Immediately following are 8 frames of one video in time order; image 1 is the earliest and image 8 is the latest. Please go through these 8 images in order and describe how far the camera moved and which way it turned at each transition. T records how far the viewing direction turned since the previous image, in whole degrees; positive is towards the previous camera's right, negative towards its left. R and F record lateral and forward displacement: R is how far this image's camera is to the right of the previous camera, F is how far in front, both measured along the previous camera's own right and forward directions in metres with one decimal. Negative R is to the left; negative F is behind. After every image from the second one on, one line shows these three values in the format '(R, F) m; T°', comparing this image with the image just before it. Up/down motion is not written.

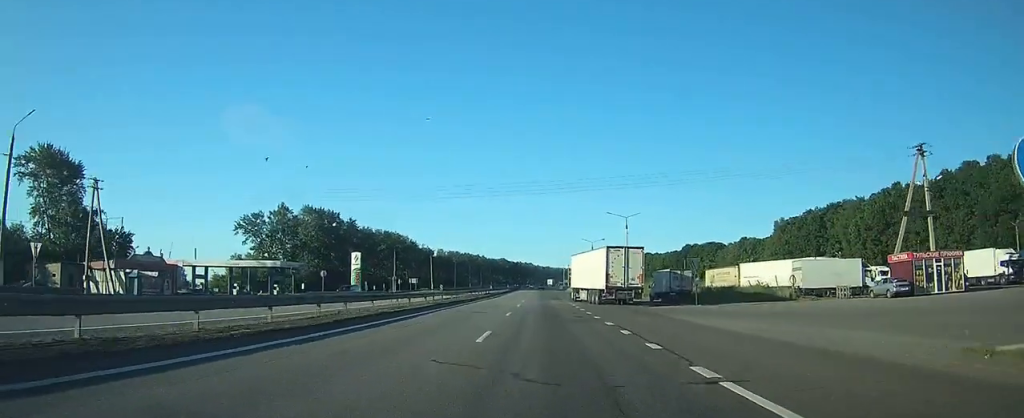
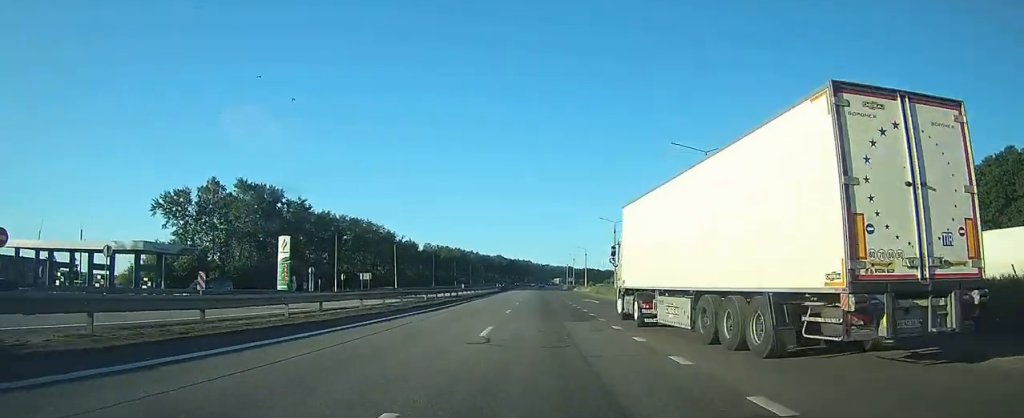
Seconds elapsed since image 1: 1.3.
(0.0, +35.0) m; -1°
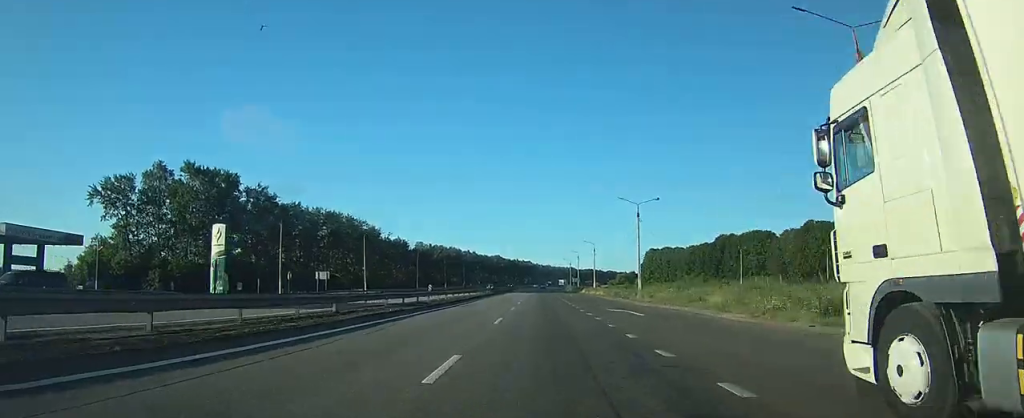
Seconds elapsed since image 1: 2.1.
(-0.2, +19.3) m; -1°
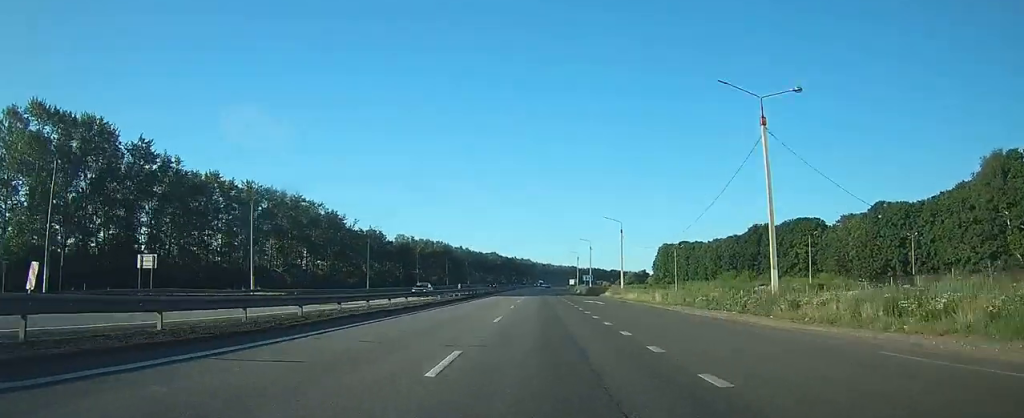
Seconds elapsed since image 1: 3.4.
(-0.2, +35.8) m; 0°
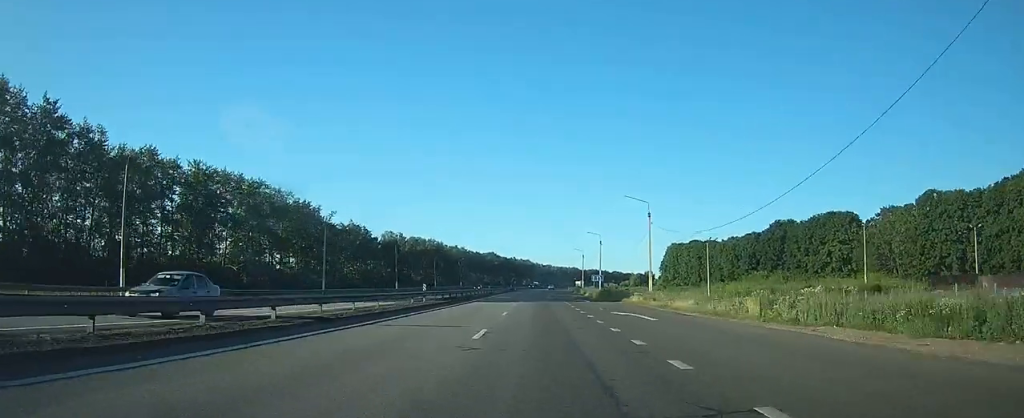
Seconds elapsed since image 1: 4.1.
(+0.1, +18.3) m; 0°
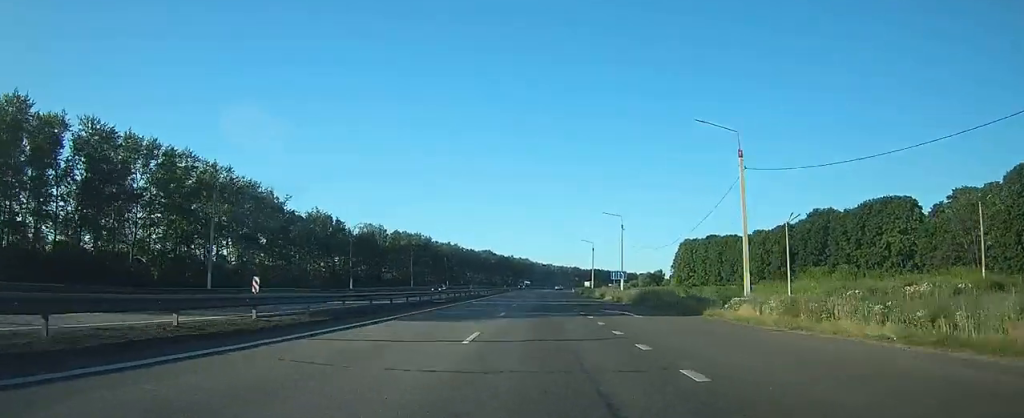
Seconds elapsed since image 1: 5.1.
(+0.1, +25.2) m; 0°
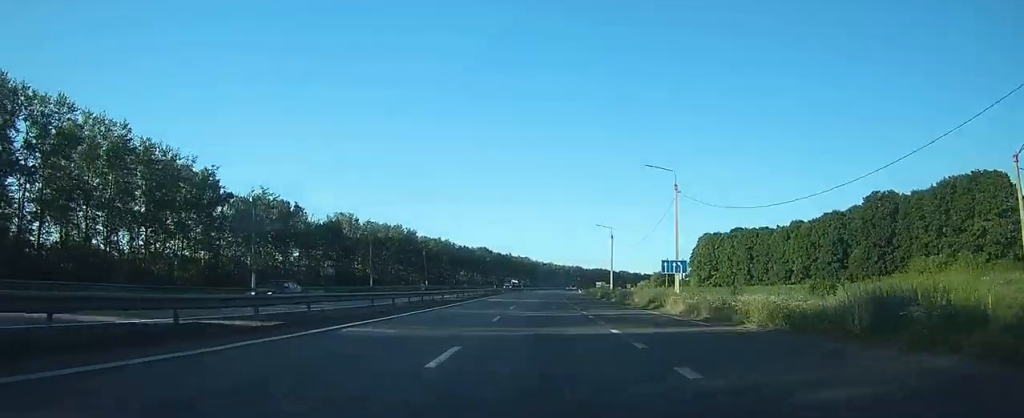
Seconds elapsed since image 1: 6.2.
(+0.1, +27.8) m; +1°
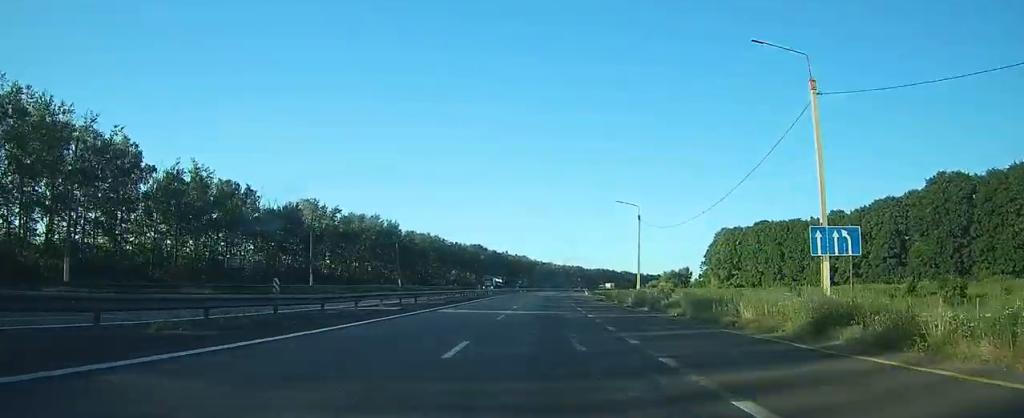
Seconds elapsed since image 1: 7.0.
(+0.3, +22.6) m; 0°
